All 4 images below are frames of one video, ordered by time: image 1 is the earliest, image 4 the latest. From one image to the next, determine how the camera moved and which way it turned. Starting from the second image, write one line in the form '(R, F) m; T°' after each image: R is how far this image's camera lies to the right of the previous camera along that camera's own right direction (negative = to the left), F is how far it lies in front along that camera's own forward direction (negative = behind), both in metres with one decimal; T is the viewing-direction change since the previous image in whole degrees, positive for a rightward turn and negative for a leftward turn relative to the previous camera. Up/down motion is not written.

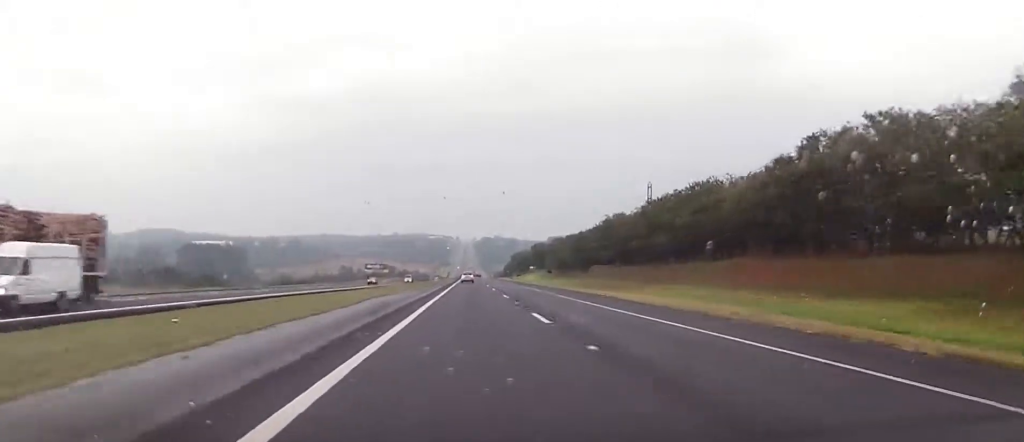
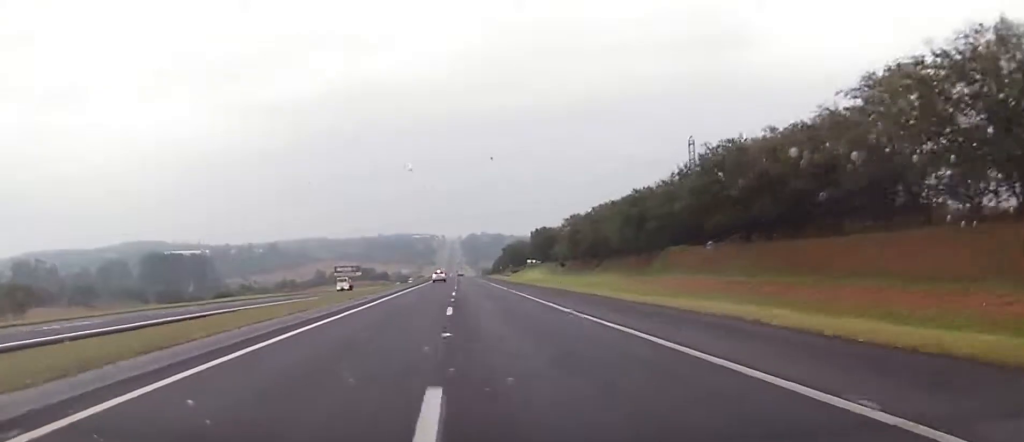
(+1.4, +67.8) m; +2°
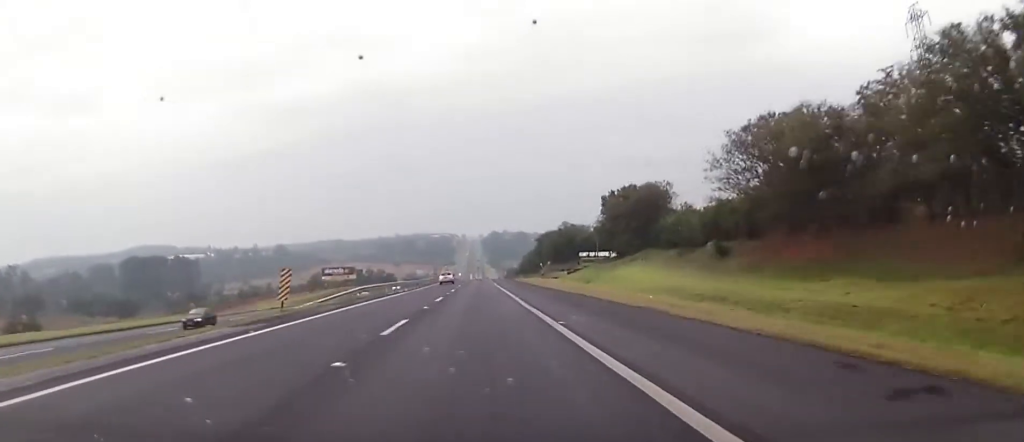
(-1.6, +102.6) m; -2°
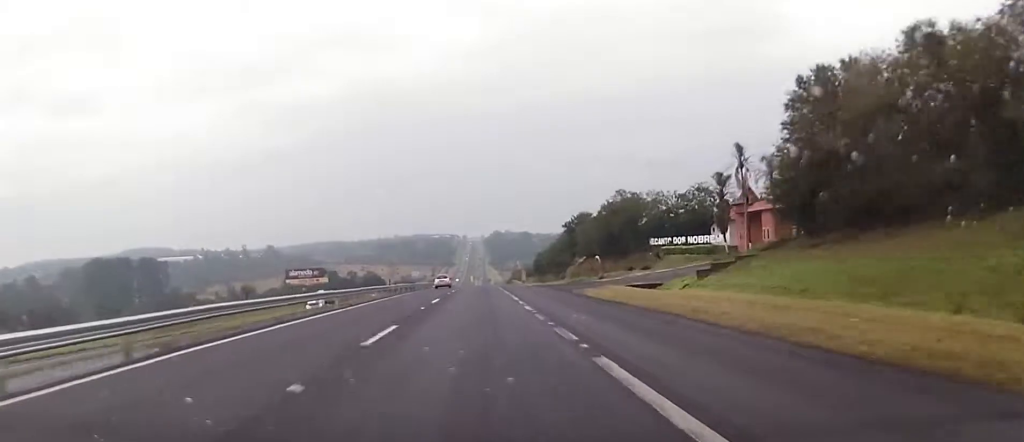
(0.0, +71.9) m; -1°
